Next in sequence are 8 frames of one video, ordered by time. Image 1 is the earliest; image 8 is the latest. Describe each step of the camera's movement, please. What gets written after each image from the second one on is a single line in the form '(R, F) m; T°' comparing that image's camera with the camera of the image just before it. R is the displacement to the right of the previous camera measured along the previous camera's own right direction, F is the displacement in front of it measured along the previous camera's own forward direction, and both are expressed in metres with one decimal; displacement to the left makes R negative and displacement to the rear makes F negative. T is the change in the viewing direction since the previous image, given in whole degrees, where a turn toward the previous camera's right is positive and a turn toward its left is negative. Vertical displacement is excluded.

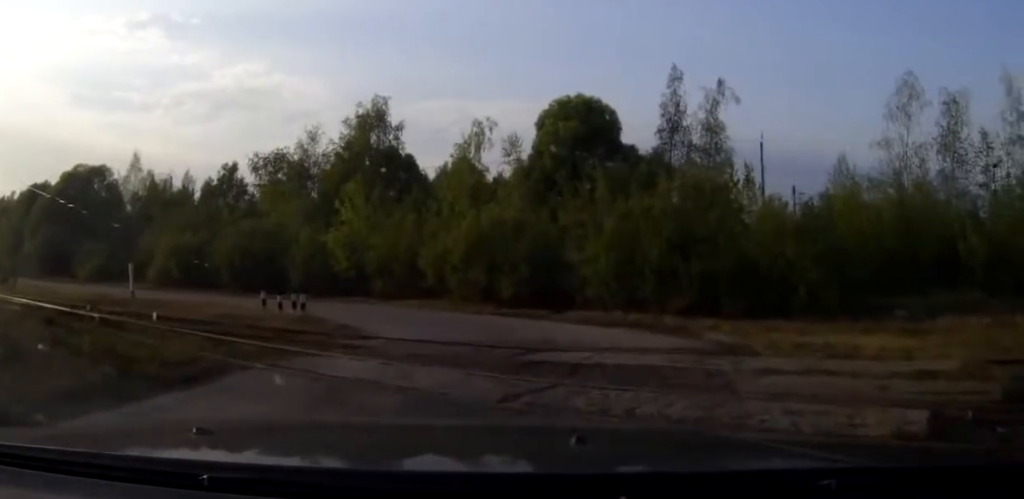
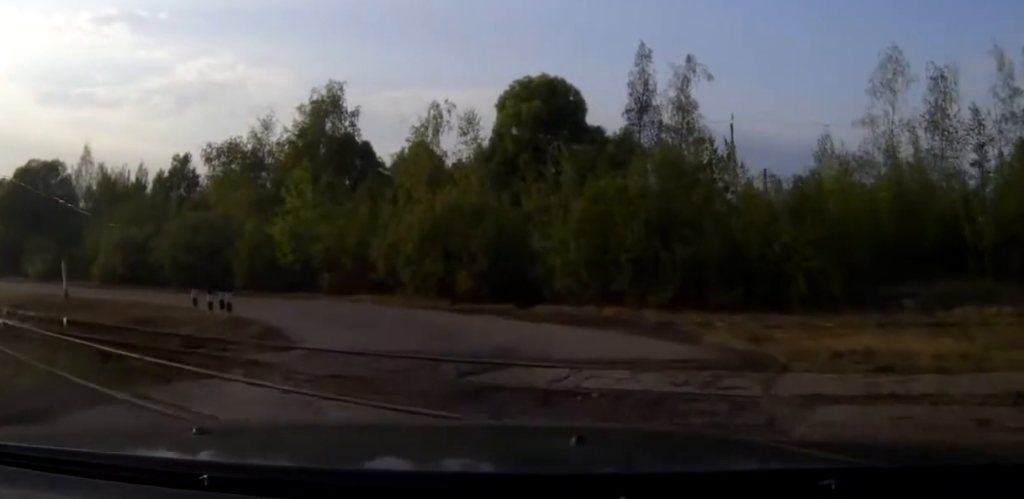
(+0.1, +2.6) m; +3°
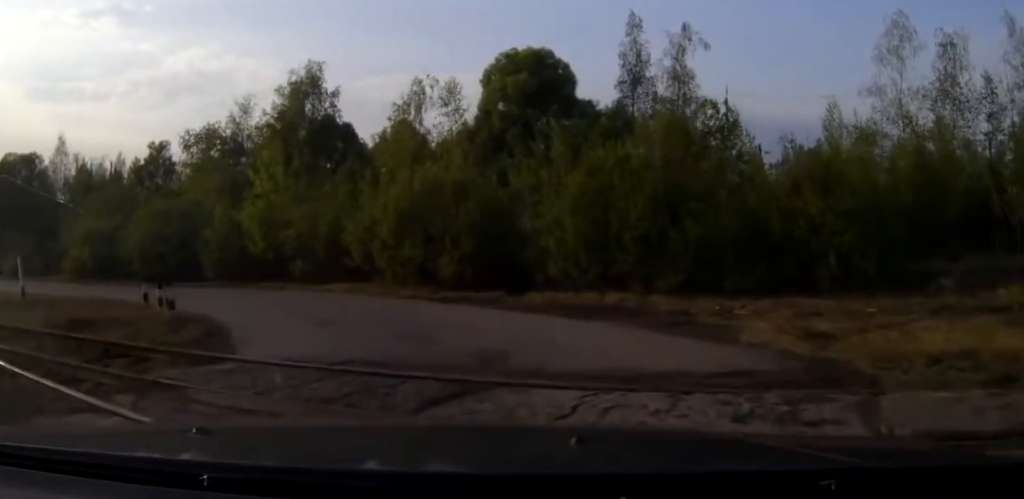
(0.0, +2.6) m; -1°
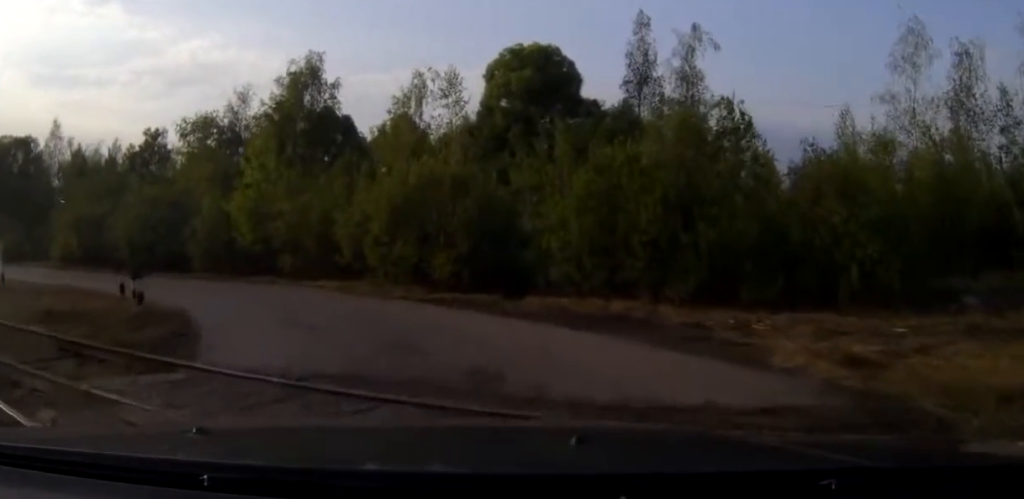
(0.0, +1.3) m; -1°
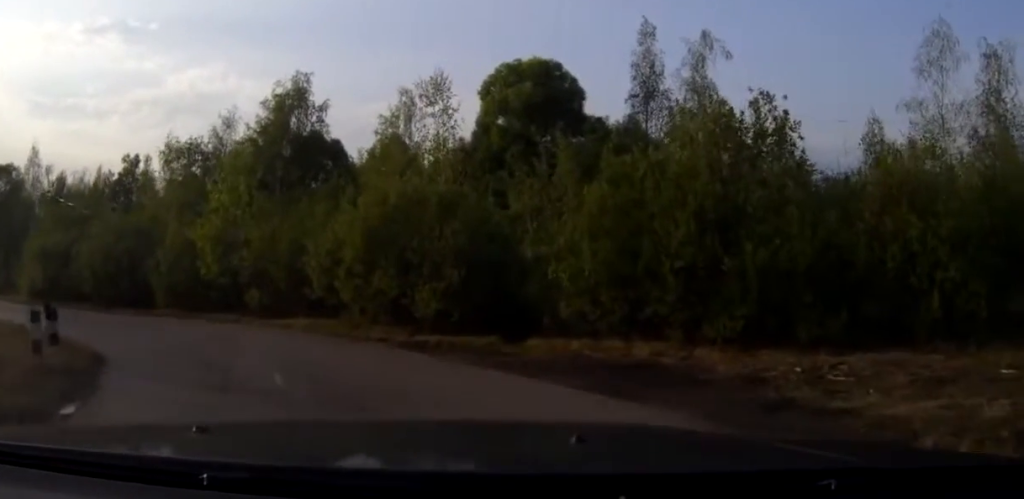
(-0.1, +3.4) m; -3°
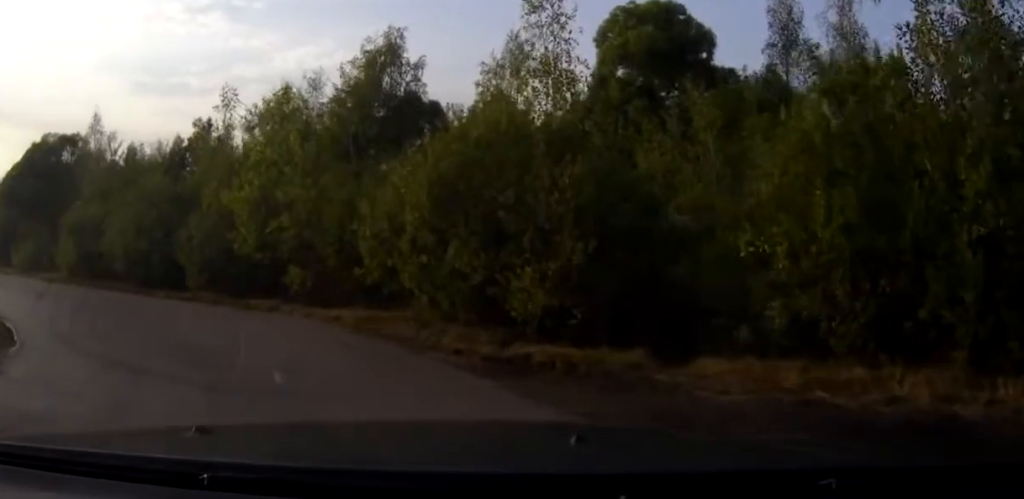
(-0.5, +6.3) m; -14°
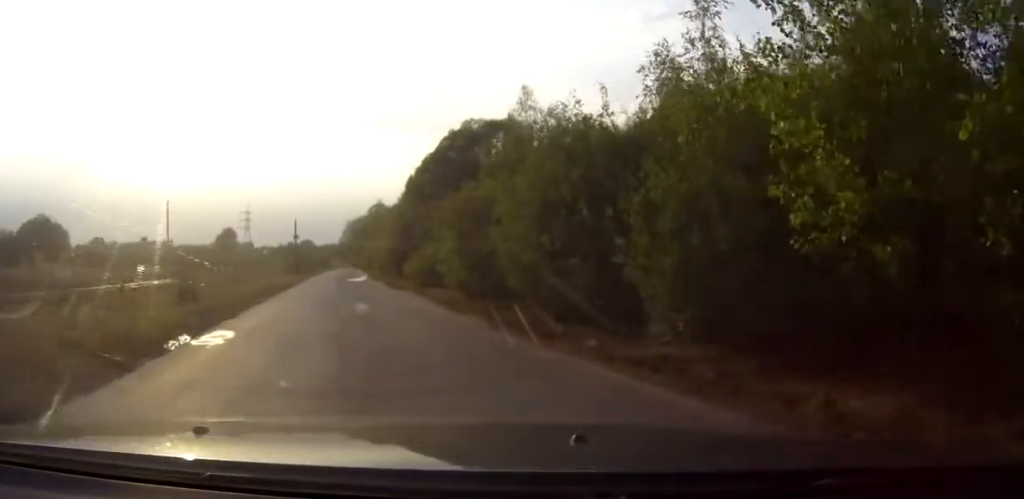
(-2.8, +11.3) m; -28°
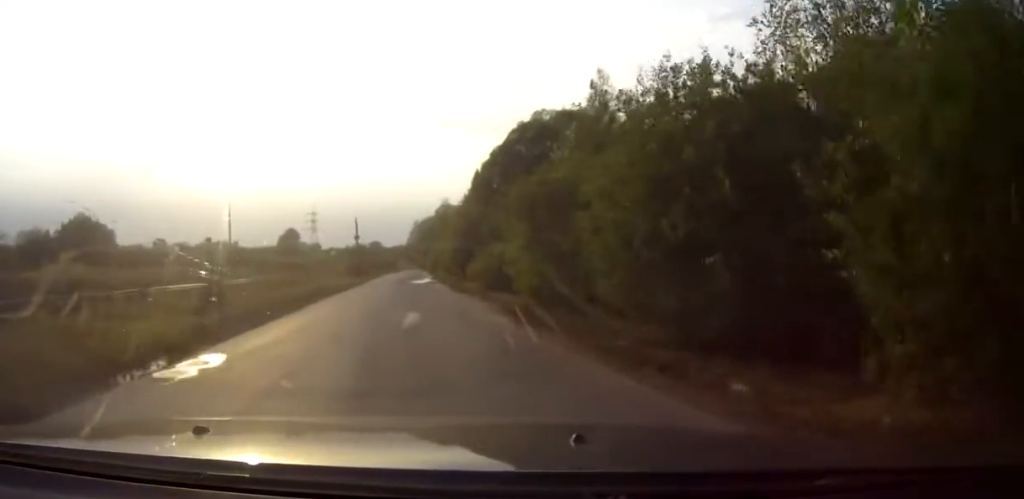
(-0.4, +4.1) m; -4°
